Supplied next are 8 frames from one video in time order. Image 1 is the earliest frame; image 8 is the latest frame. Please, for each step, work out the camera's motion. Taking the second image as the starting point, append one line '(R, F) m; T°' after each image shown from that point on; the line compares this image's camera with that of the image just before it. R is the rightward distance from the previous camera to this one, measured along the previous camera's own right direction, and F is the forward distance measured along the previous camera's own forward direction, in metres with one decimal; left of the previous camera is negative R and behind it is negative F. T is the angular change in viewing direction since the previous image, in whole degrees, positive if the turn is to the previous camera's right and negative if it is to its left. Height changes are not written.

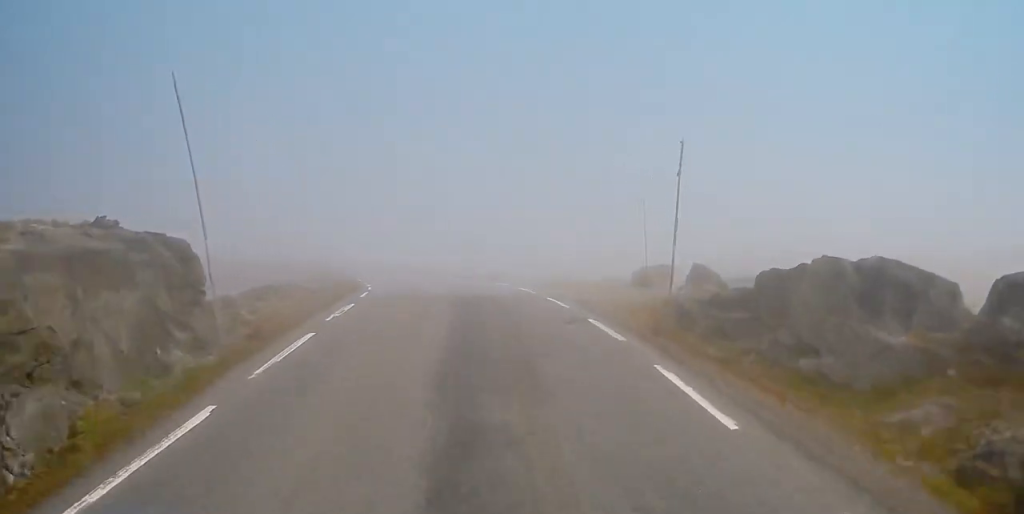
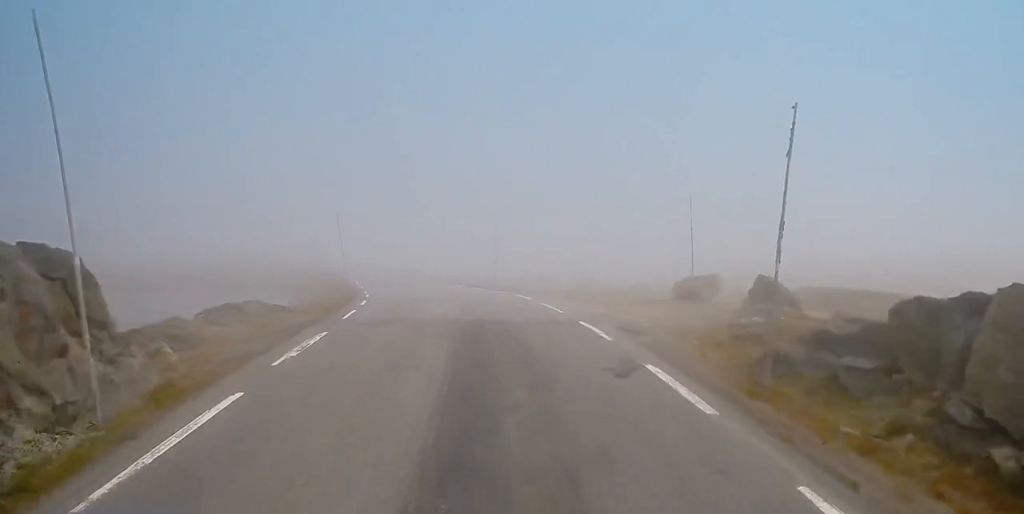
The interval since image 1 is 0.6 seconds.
(-0.2, +5.1) m; -3°
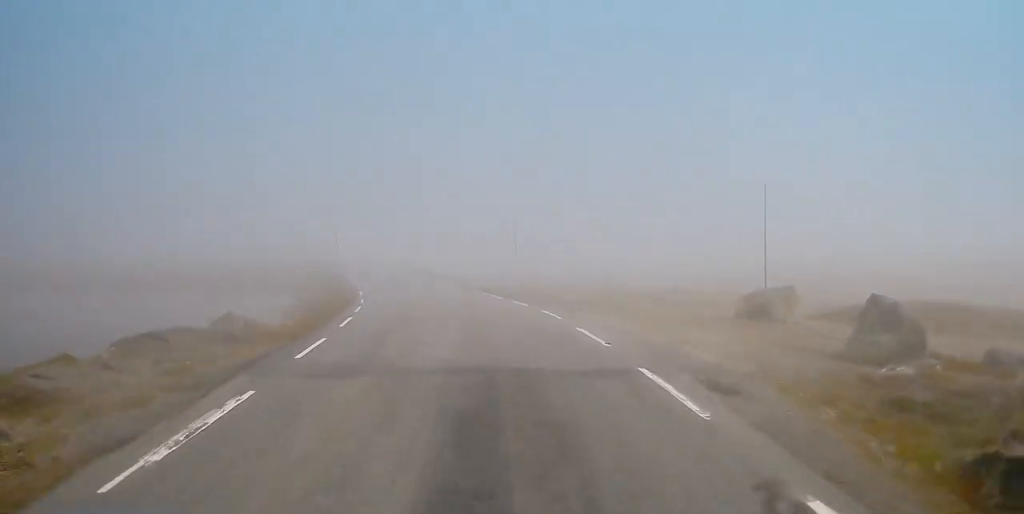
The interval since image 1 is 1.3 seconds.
(-0.2, +5.9) m; -3°
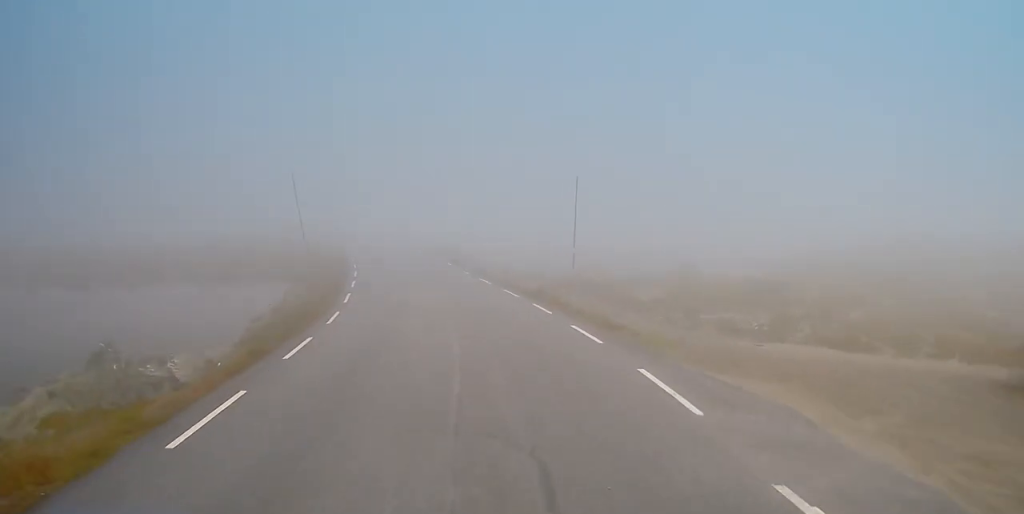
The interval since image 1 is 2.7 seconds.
(-0.2, +12.0) m; -2°
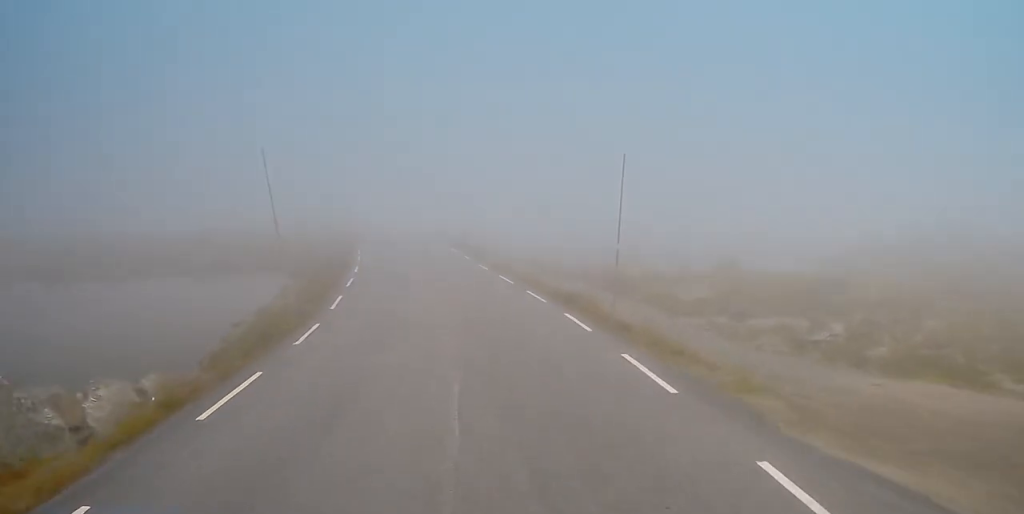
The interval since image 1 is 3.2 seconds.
(0.0, +5.0) m; -1°
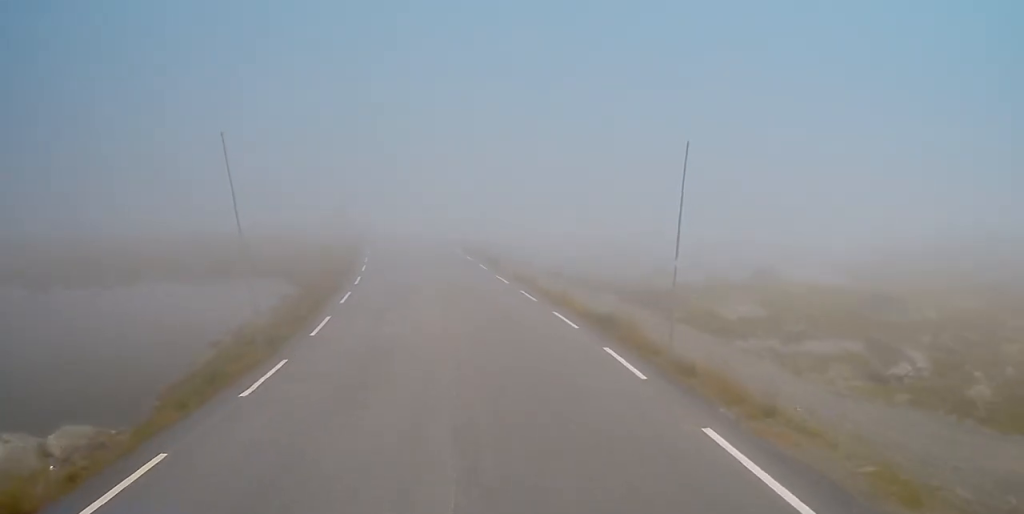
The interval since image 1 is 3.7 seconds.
(-0.1, +4.4) m; -2°
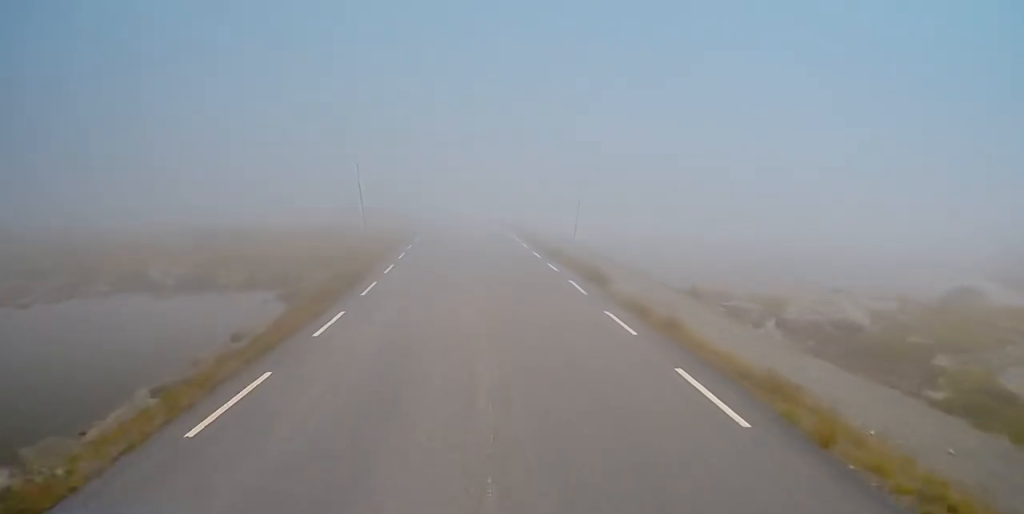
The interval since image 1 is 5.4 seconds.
(-0.6, +15.7) m; -4°
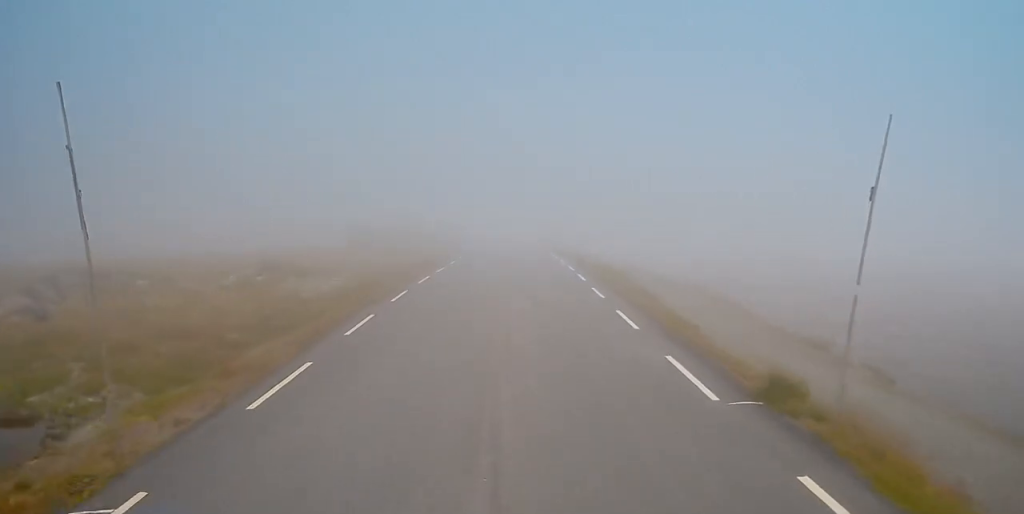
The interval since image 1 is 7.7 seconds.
(-0.9, +22.8) m; -4°
